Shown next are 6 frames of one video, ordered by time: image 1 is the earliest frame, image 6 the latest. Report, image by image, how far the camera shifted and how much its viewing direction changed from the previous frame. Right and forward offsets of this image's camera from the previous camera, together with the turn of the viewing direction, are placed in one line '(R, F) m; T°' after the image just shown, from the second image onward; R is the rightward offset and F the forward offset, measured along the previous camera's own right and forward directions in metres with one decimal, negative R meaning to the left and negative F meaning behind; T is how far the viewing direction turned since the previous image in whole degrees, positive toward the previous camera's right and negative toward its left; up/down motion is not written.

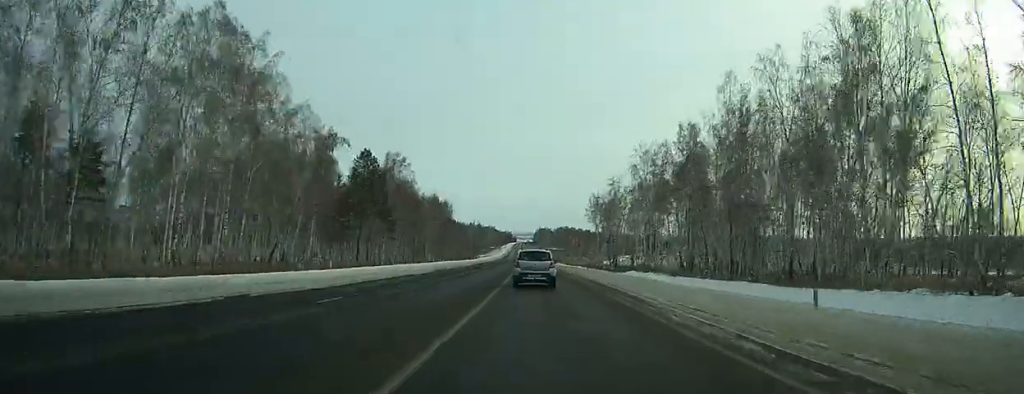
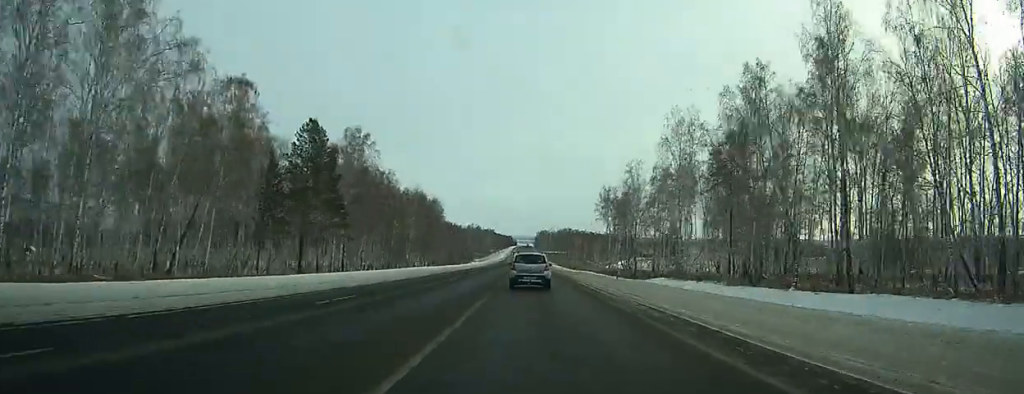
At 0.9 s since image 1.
(-0.1, +22.9) m; -1°
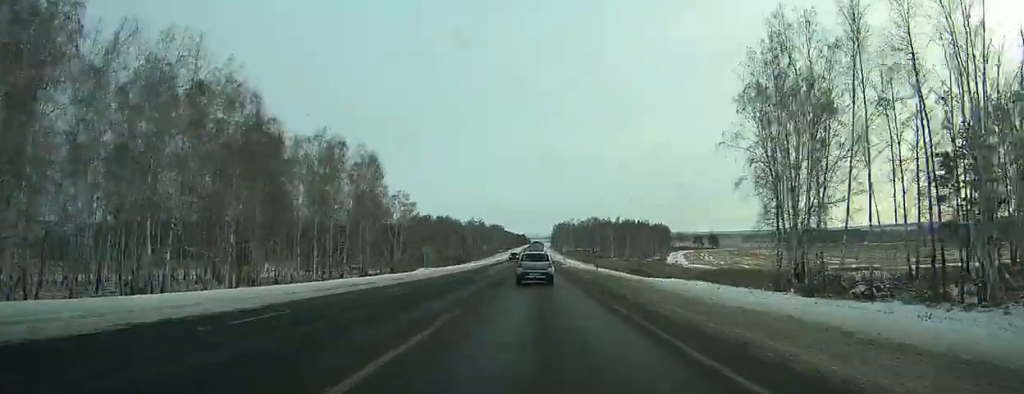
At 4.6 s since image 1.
(-2.0, +92.9) m; -2°
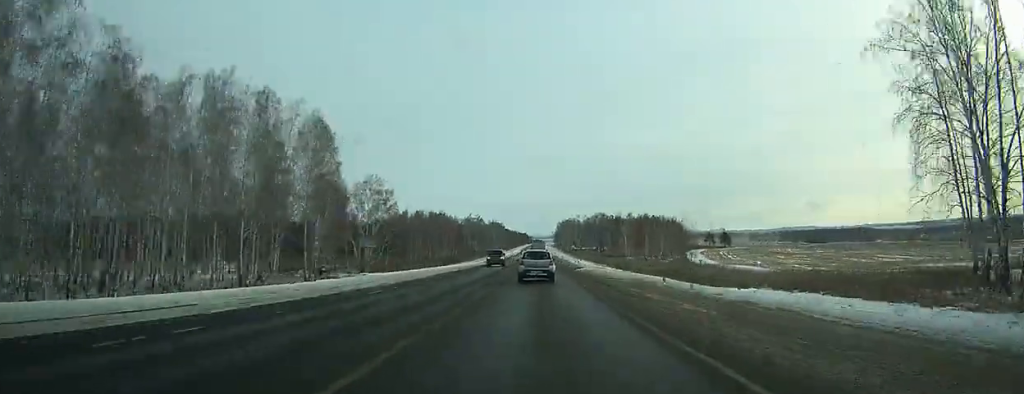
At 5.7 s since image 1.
(0.0, +27.5) m; 0°
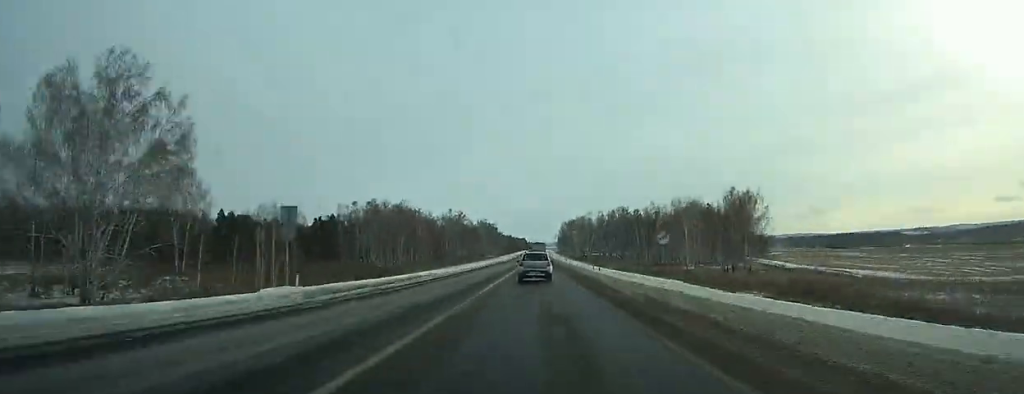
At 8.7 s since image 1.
(0.0, +76.6) m; 0°
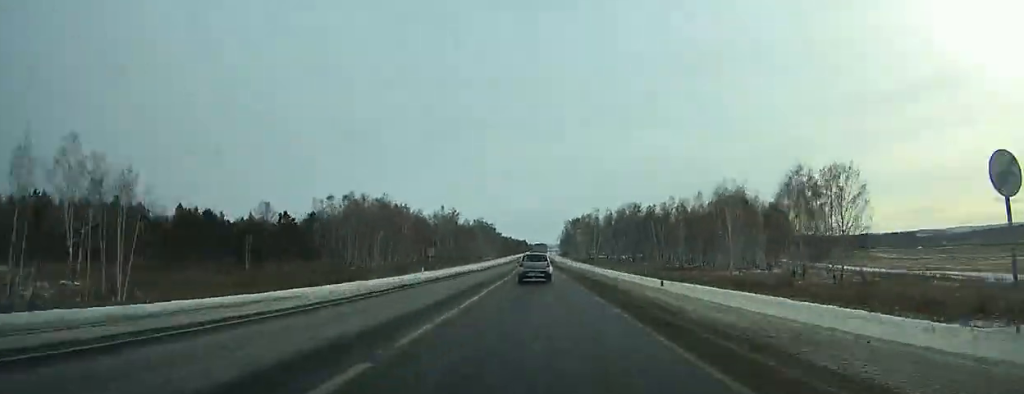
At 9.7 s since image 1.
(0.0, +23.7) m; 0°
